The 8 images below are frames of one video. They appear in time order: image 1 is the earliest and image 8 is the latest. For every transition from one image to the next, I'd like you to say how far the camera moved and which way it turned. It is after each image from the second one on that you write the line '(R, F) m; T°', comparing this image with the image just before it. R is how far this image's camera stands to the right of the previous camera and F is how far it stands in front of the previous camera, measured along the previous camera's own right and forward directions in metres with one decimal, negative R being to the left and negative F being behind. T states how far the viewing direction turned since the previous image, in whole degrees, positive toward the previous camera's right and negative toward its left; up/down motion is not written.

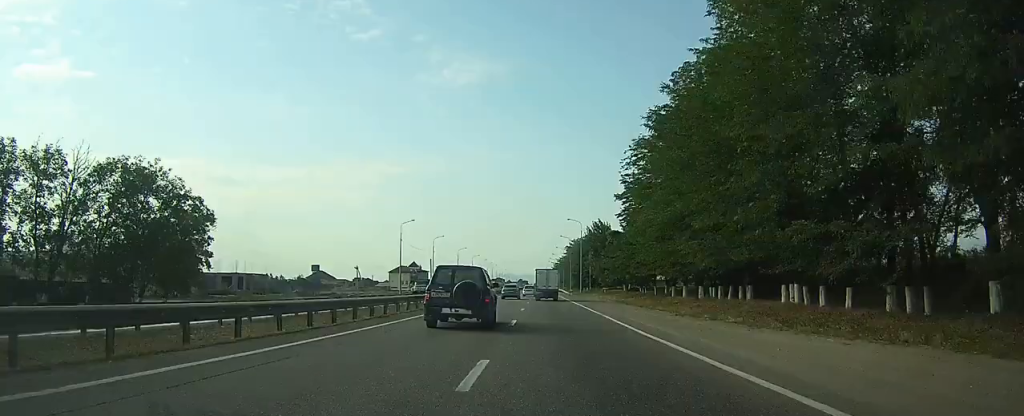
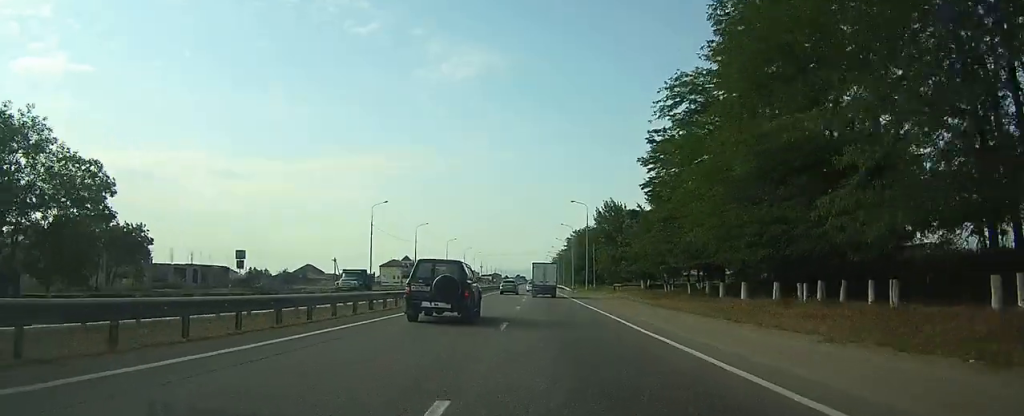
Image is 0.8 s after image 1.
(0.0, +15.6) m; 0°
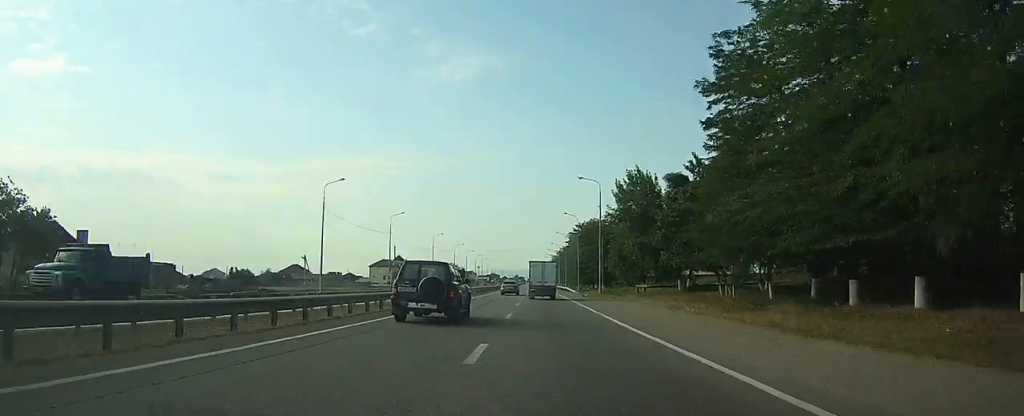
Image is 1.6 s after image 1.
(0.0, +18.0) m; 0°
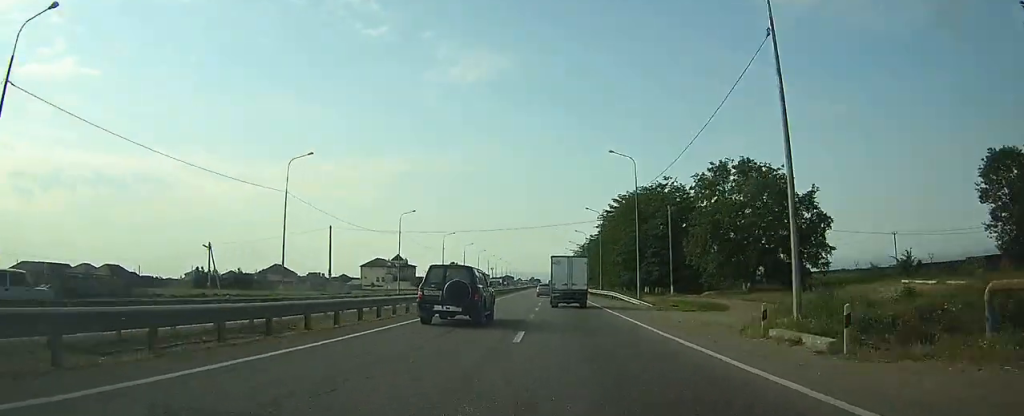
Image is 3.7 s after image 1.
(0.0, +43.0) m; 0°
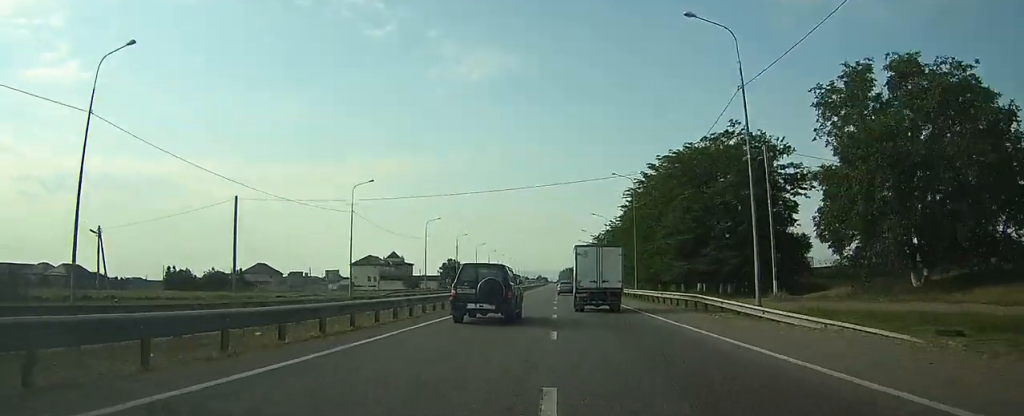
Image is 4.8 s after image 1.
(-0.1, +23.9) m; -1°
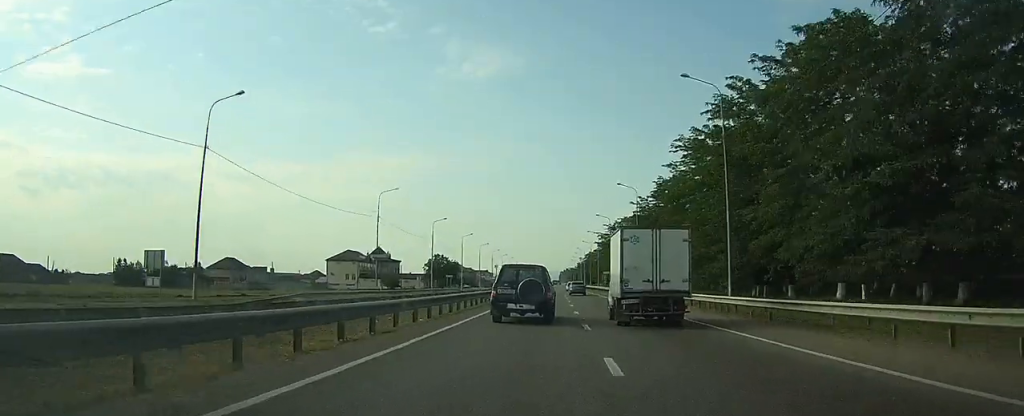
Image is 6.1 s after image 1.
(-0.2, +26.6) m; 0°
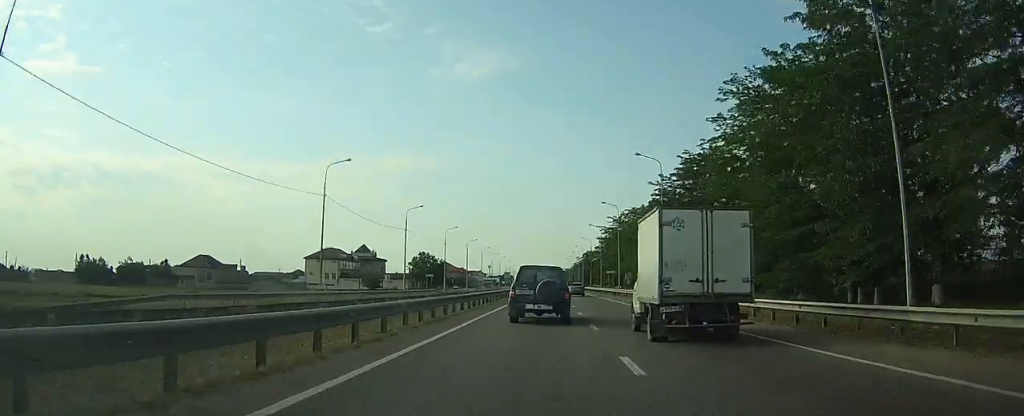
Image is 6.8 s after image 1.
(0.0, +14.0) m; 0°
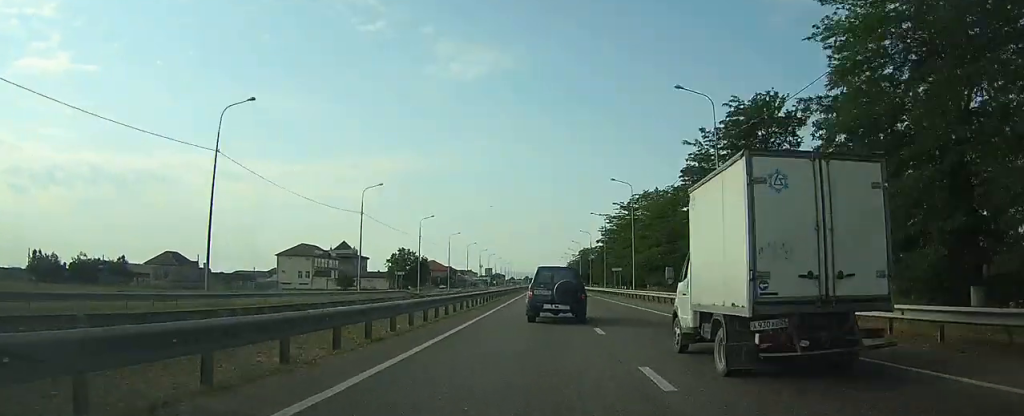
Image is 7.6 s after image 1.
(+0.1, +15.6) m; 0°
